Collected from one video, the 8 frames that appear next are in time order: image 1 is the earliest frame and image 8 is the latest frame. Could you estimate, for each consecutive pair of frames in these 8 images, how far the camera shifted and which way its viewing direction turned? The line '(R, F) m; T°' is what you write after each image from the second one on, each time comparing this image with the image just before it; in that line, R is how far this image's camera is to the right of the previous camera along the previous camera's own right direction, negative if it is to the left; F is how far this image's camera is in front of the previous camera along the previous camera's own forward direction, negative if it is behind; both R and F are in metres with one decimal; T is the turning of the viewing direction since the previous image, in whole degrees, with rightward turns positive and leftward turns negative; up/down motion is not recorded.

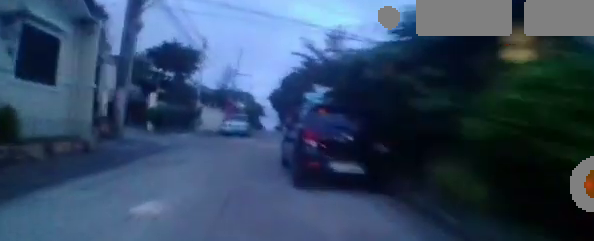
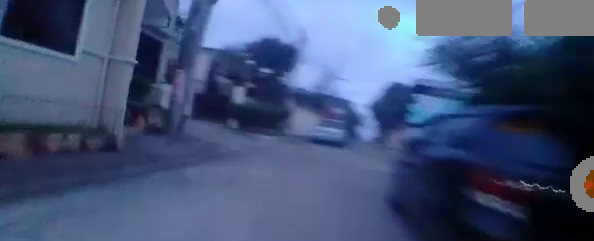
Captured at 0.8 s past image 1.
(0.0, +3.3) m; +1°
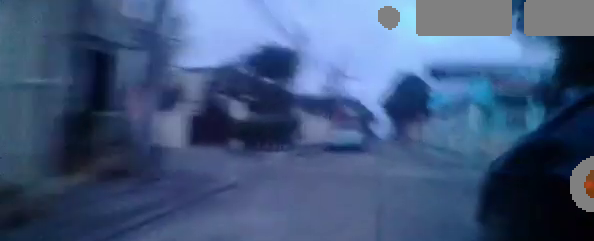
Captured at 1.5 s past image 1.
(+0.1, +3.4) m; +1°
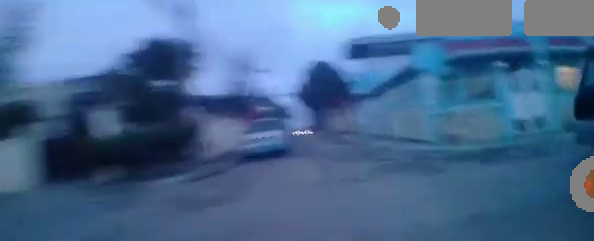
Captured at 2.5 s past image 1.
(-0.1, +5.6) m; -1°
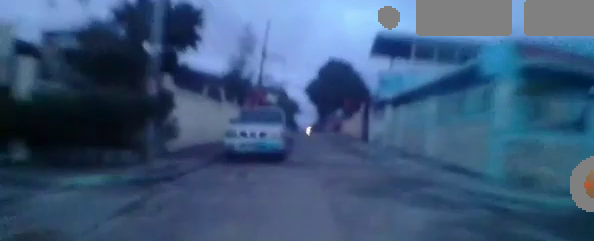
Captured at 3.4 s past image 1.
(0.0, +5.5) m; +2°
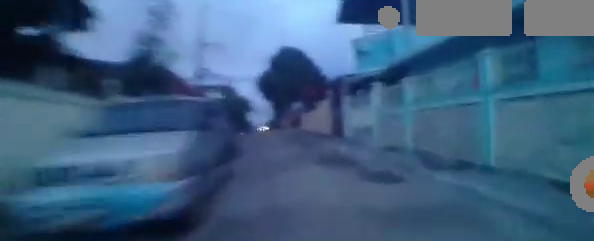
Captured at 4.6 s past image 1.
(+0.1, +7.1) m; -2°
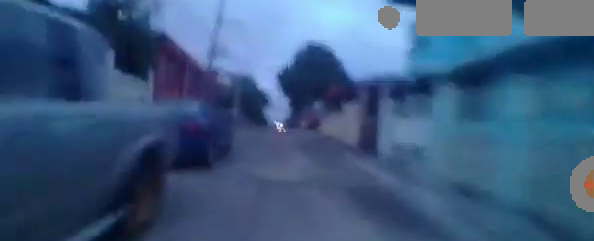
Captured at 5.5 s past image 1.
(-0.2, +4.5) m; -4°
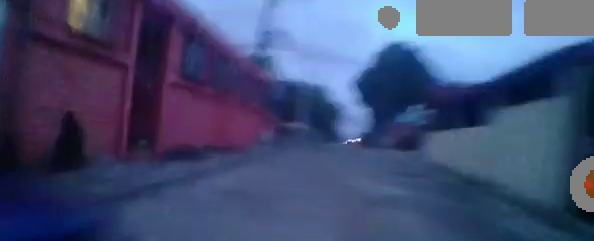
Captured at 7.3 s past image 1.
(-0.4, +9.2) m; +4°
